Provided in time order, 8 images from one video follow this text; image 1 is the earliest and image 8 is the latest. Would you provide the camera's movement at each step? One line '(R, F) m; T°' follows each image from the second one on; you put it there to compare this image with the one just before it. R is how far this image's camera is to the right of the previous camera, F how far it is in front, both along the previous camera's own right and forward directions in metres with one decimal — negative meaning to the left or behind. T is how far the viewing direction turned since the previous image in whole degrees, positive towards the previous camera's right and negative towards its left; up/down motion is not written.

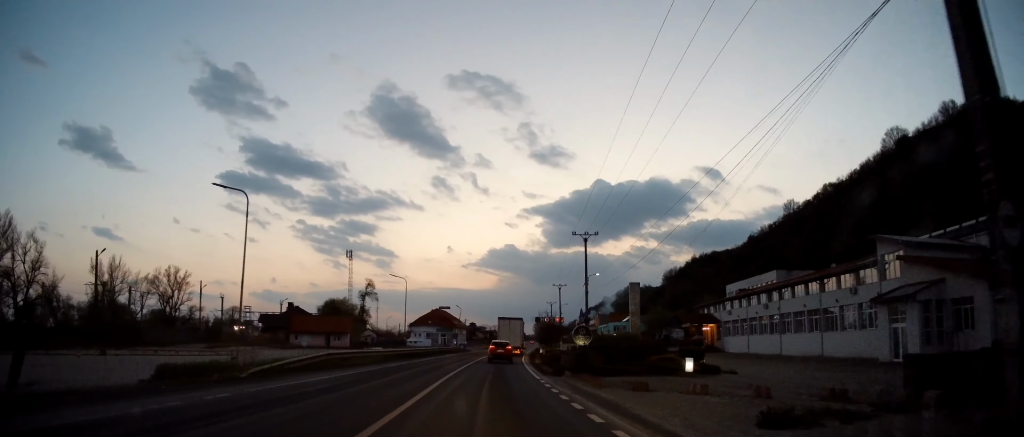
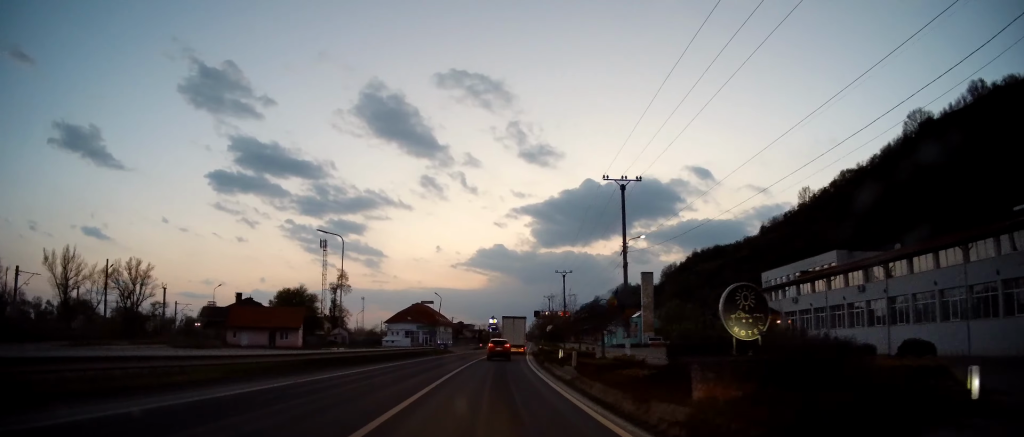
(+0.5, +18.5) m; 0°
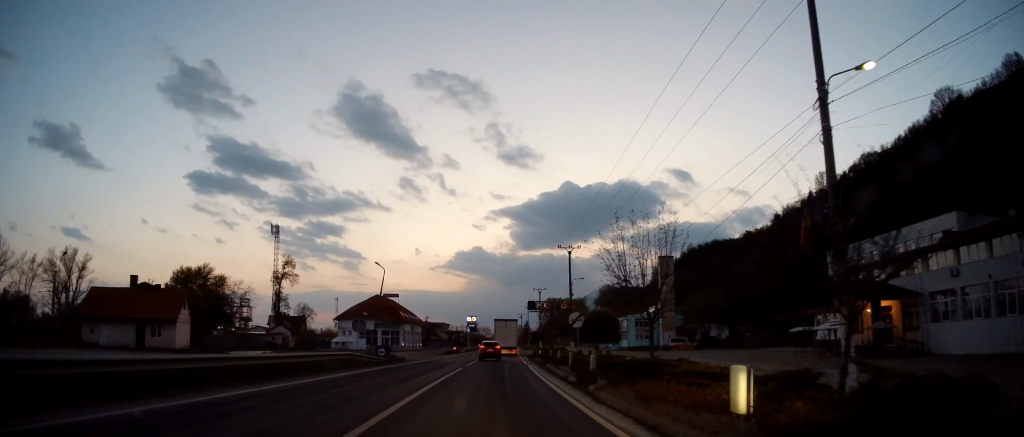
(-0.2, +23.5) m; +2°
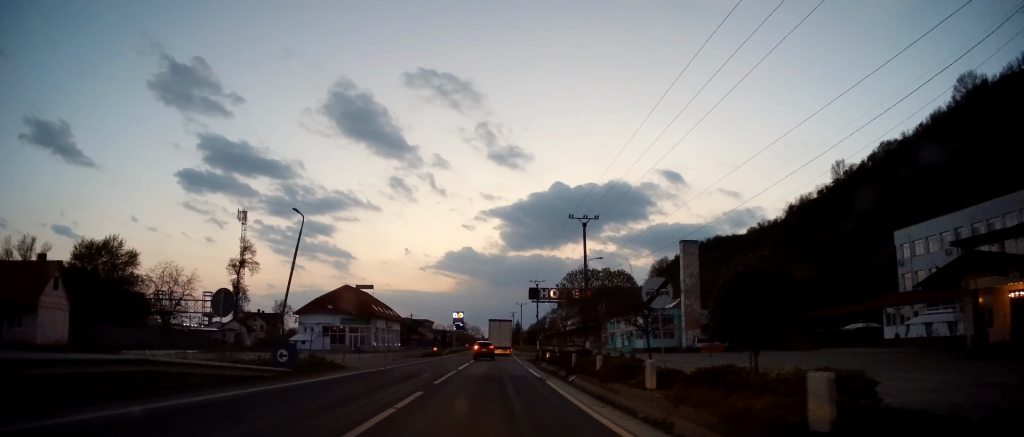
(+0.4, +14.4) m; +2°
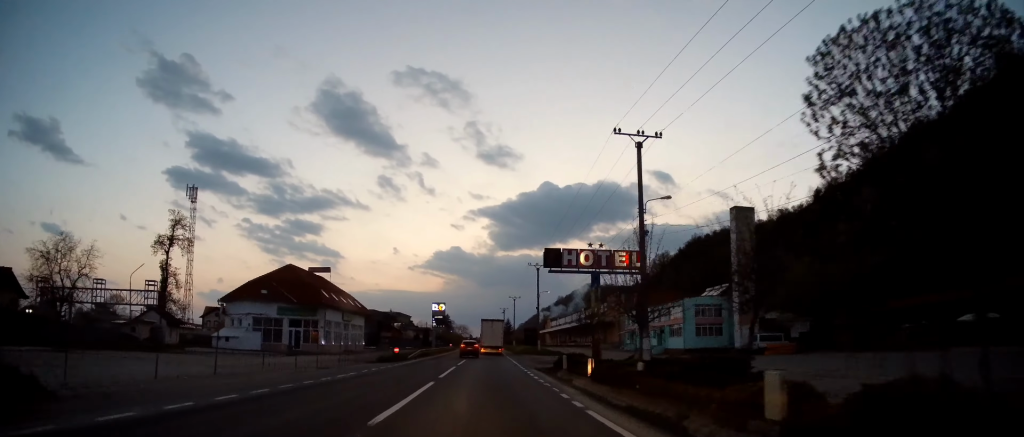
(+0.4, +19.1) m; +1°
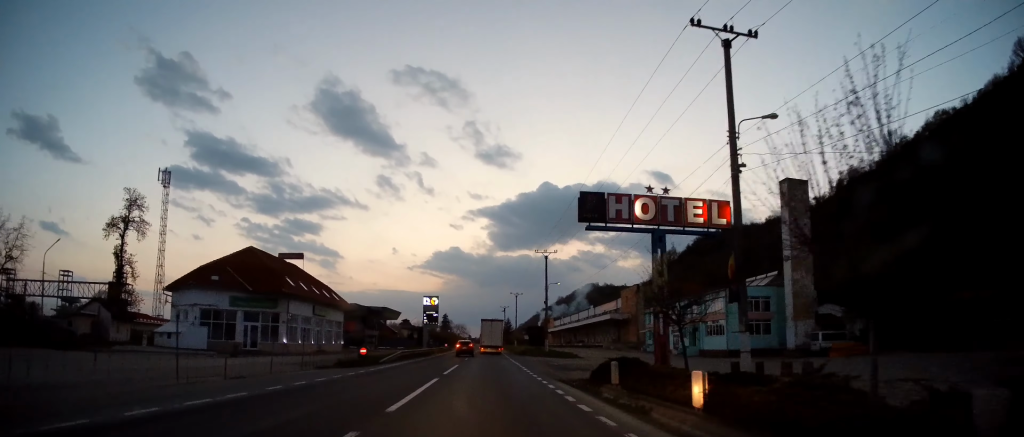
(0.0, +10.5) m; 0°
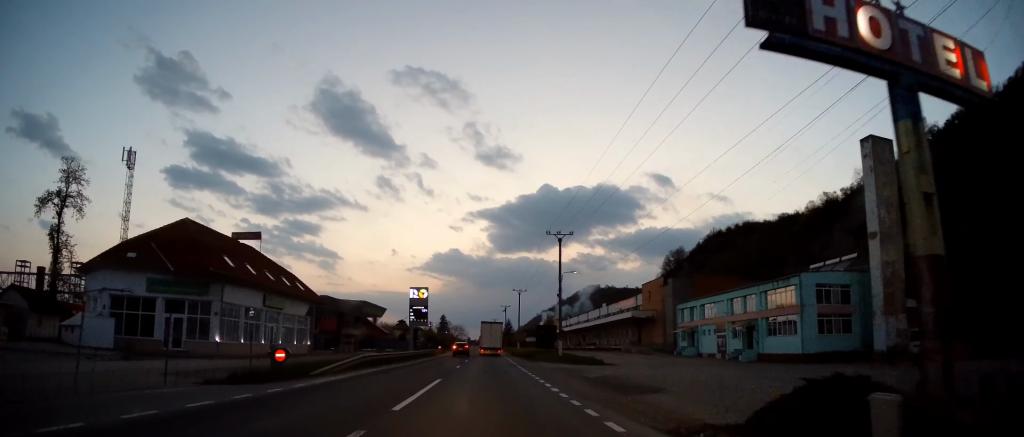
(0.0, +11.7) m; 0°
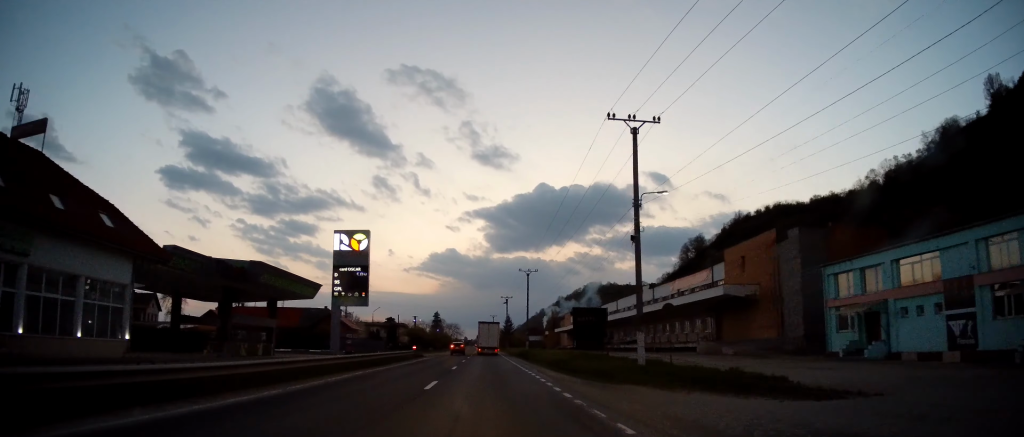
(+0.2, +26.9) m; +1°
